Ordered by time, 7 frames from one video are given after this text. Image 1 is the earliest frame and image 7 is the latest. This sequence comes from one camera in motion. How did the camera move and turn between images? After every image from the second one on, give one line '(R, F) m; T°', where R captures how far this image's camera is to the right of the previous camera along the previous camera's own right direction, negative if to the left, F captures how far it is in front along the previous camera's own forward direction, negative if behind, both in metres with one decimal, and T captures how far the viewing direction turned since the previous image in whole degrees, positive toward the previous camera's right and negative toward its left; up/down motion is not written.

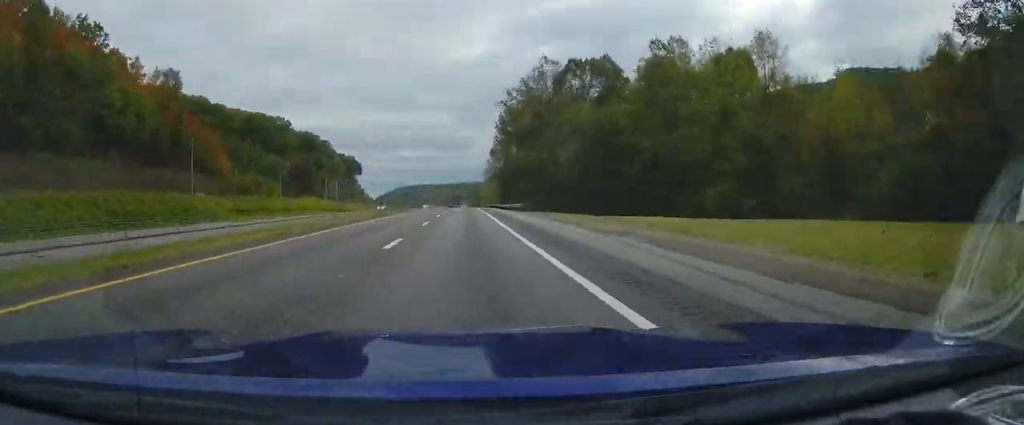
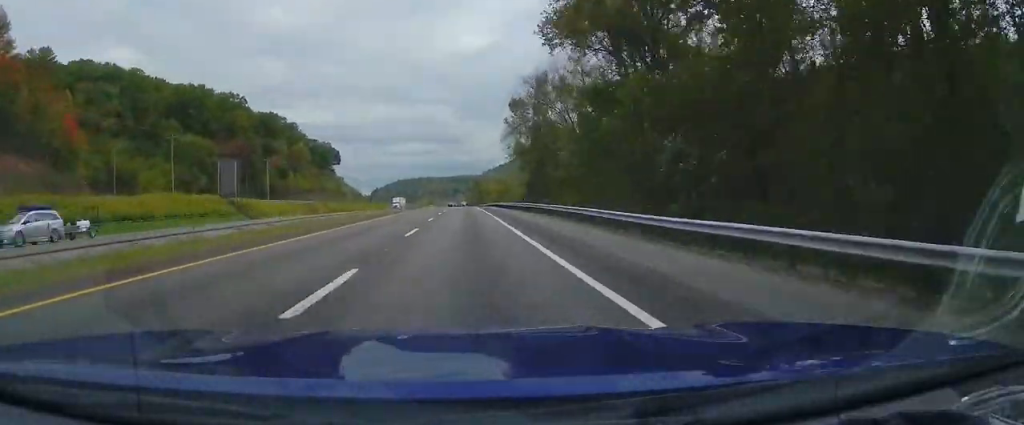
(0.0, +50.4) m; 0°
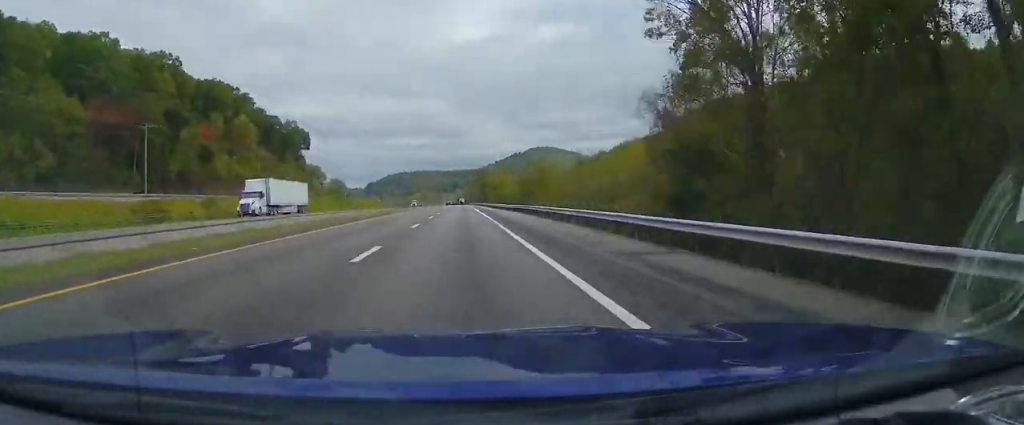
(-0.1, +88.9) m; 0°
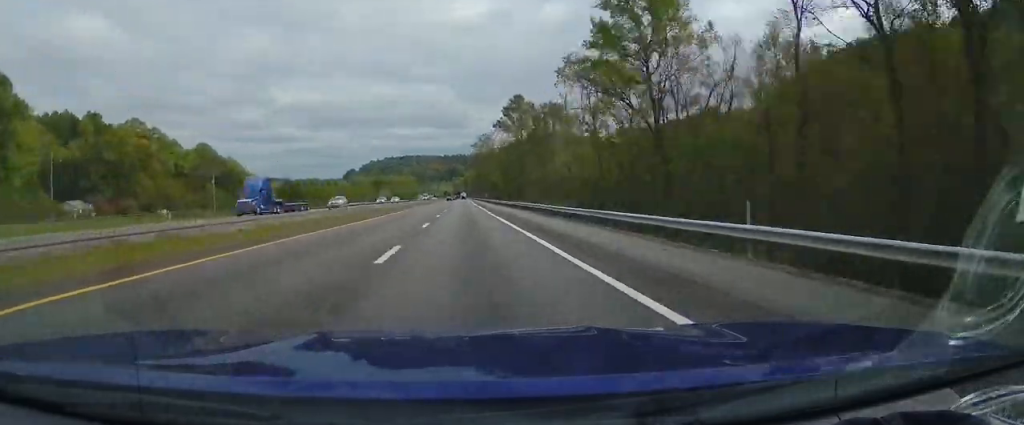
(+1.7, +346.5) m; +1°
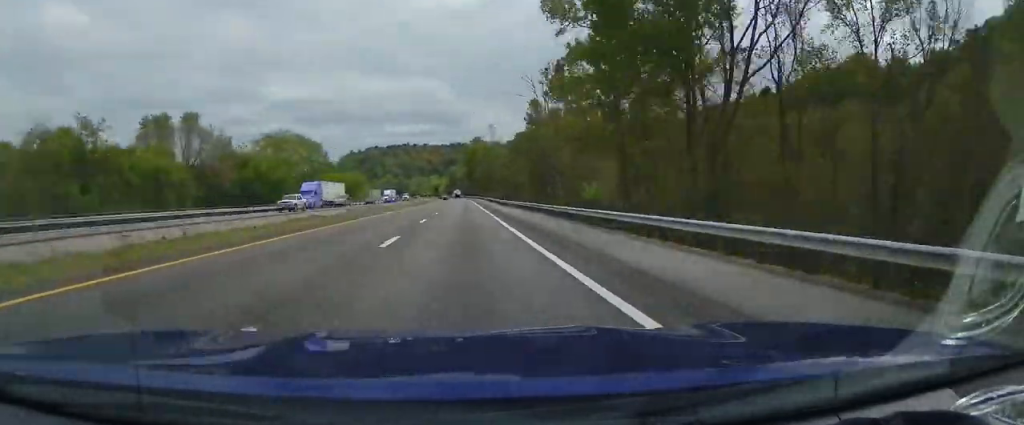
(-0.6, +243.1) m; -1°
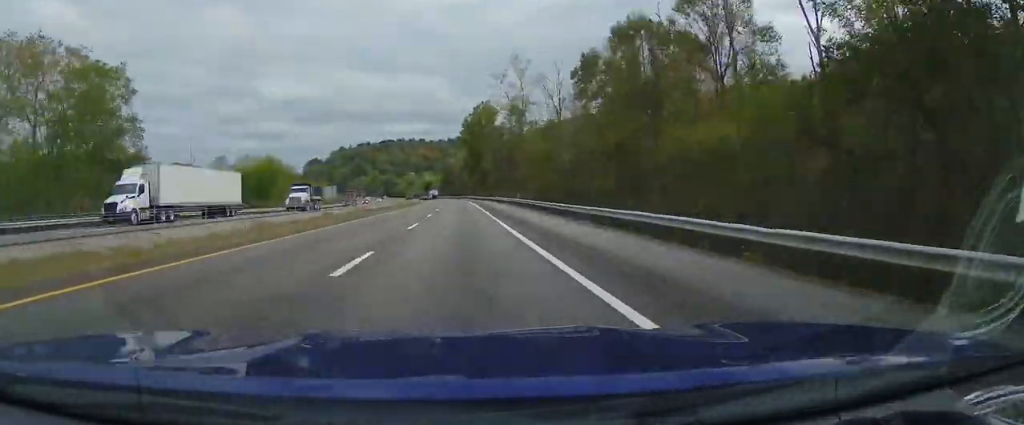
(+0.5, +72.6) m; -2°
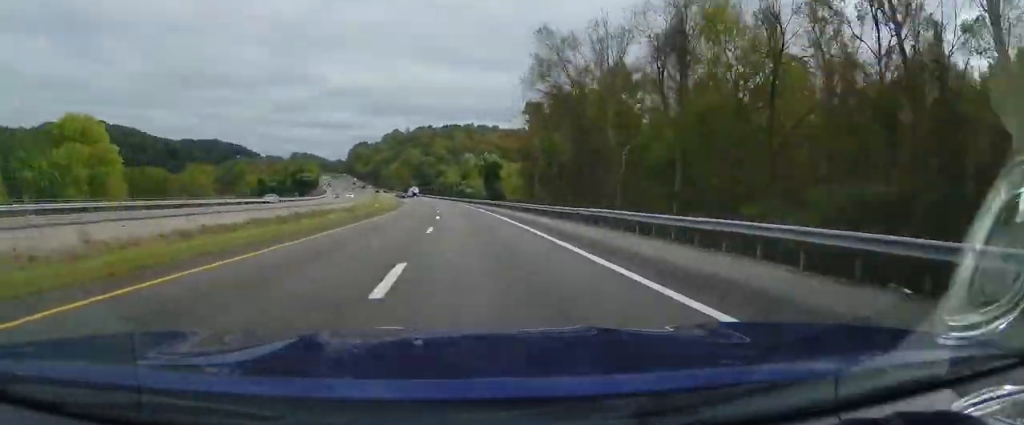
(-6.2, +143.3) m; -10°
